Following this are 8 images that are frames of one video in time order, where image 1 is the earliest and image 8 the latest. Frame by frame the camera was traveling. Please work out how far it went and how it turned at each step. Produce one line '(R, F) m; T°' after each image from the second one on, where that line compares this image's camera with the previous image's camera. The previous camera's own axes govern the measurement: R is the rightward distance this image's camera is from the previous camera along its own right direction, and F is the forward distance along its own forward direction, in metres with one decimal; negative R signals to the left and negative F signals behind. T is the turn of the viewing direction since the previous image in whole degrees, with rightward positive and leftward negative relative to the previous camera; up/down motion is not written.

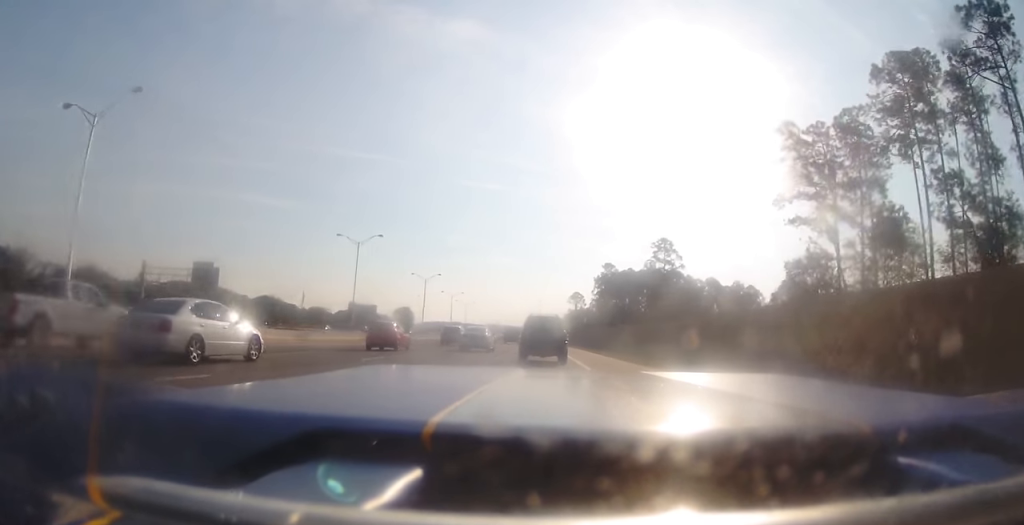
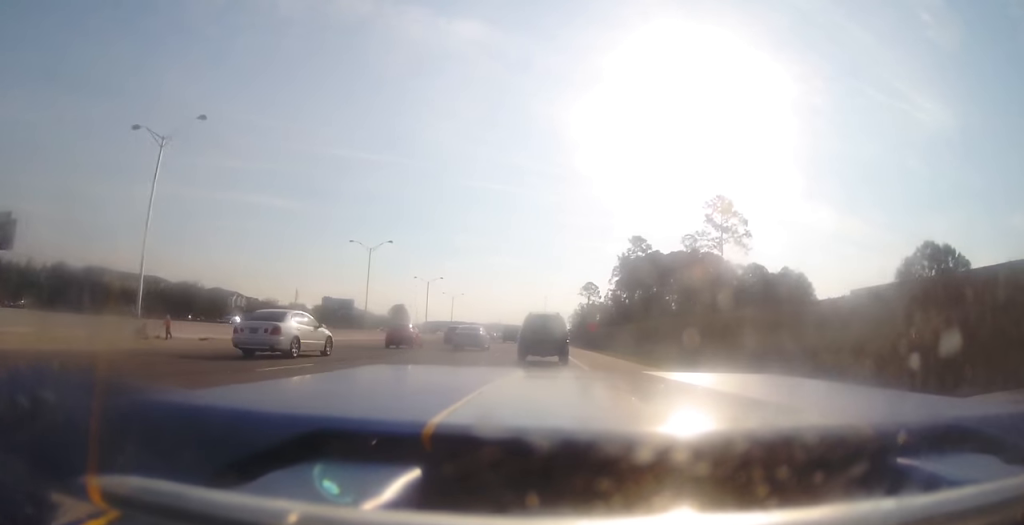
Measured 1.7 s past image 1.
(-0.6, +43.4) m; 0°
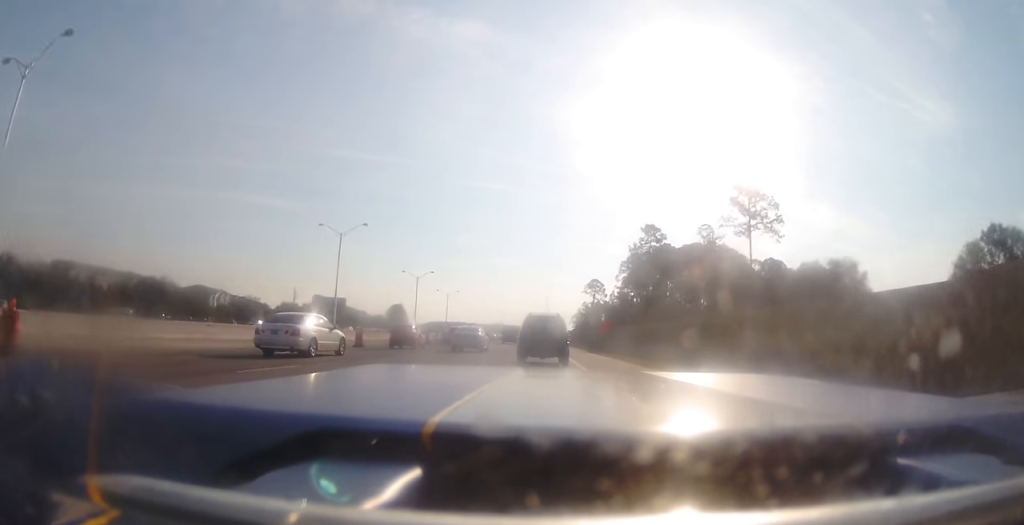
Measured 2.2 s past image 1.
(+0.2, +13.0) m; +1°
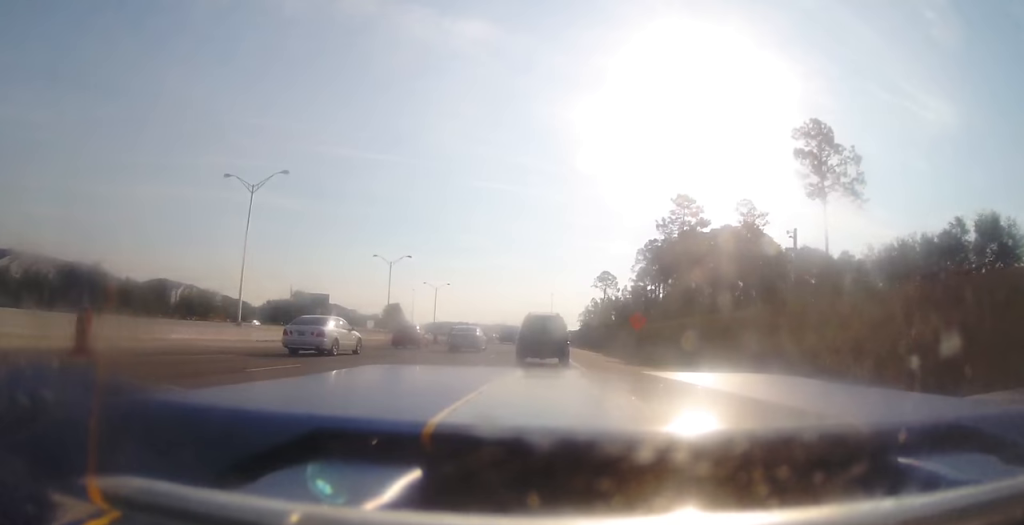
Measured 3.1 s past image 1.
(+0.2, +23.4) m; 0°
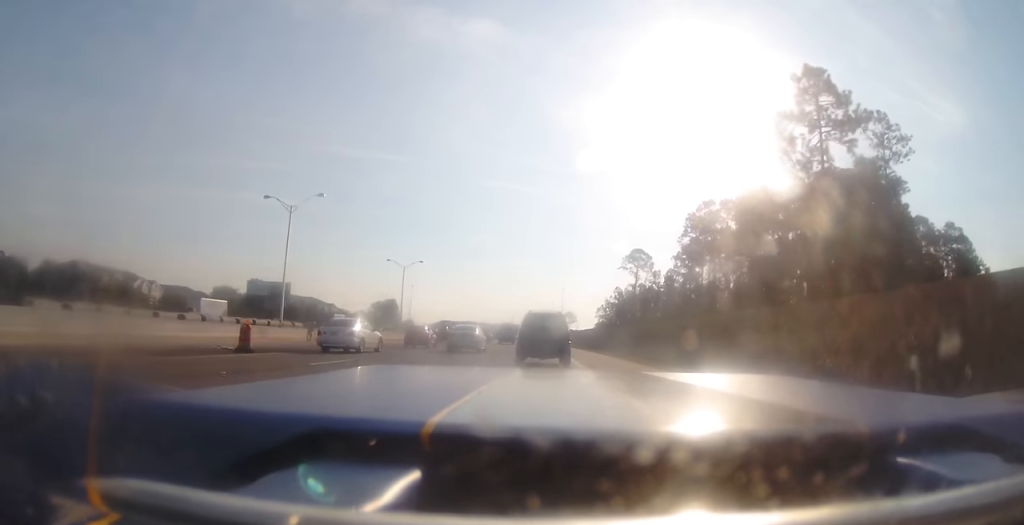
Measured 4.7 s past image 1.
(-1.1, +42.5) m; -3°
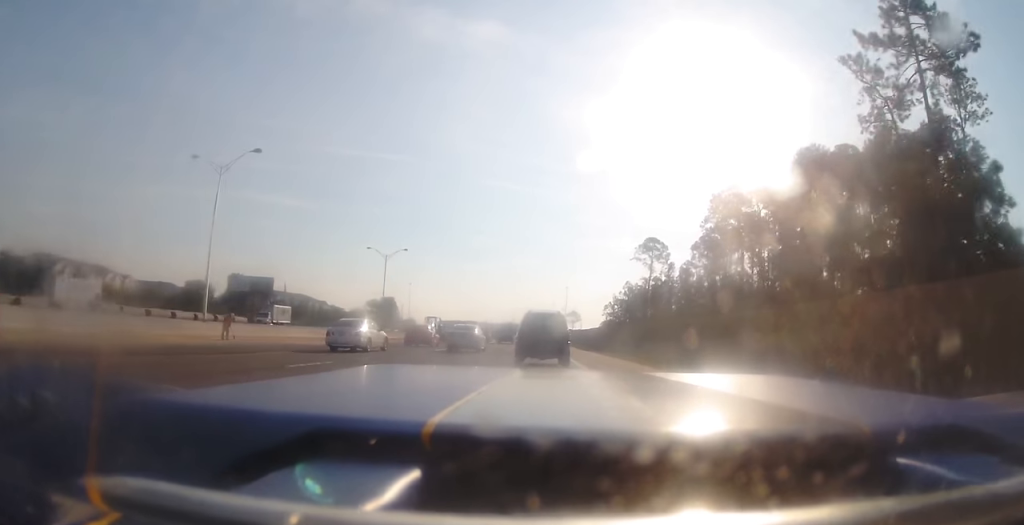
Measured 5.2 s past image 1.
(-0.2, +13.8) m; 0°
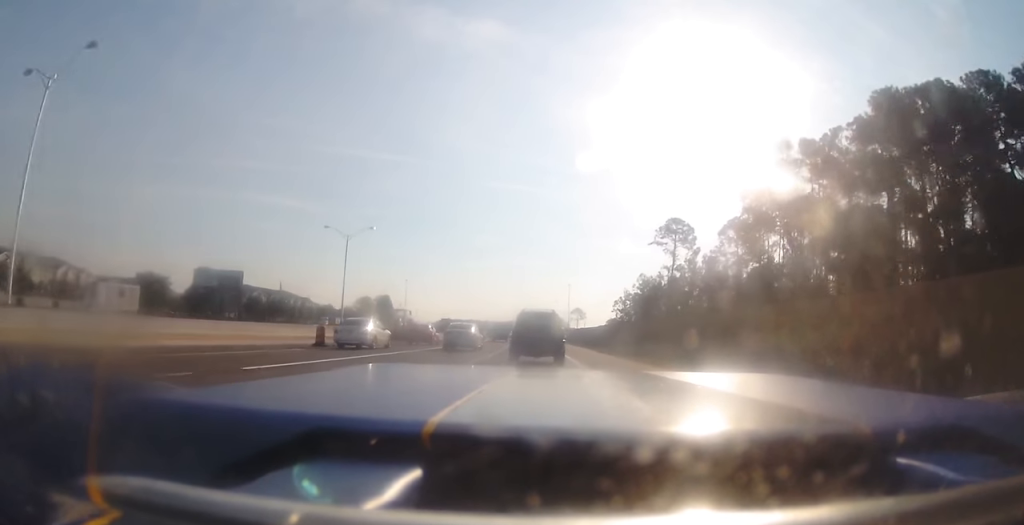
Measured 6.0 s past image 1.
(+0.1, +19.0) m; 0°
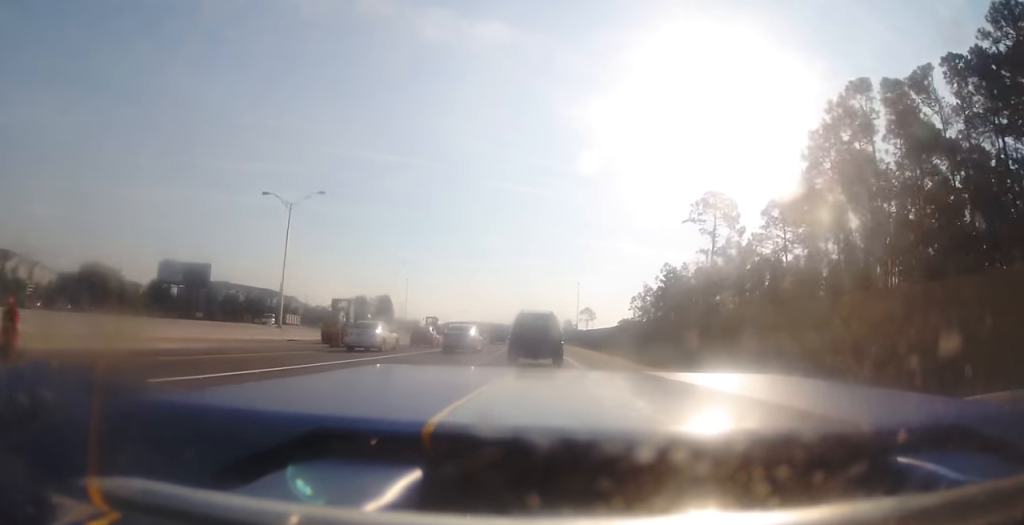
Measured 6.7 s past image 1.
(+0.2, +19.0) m; 0°
